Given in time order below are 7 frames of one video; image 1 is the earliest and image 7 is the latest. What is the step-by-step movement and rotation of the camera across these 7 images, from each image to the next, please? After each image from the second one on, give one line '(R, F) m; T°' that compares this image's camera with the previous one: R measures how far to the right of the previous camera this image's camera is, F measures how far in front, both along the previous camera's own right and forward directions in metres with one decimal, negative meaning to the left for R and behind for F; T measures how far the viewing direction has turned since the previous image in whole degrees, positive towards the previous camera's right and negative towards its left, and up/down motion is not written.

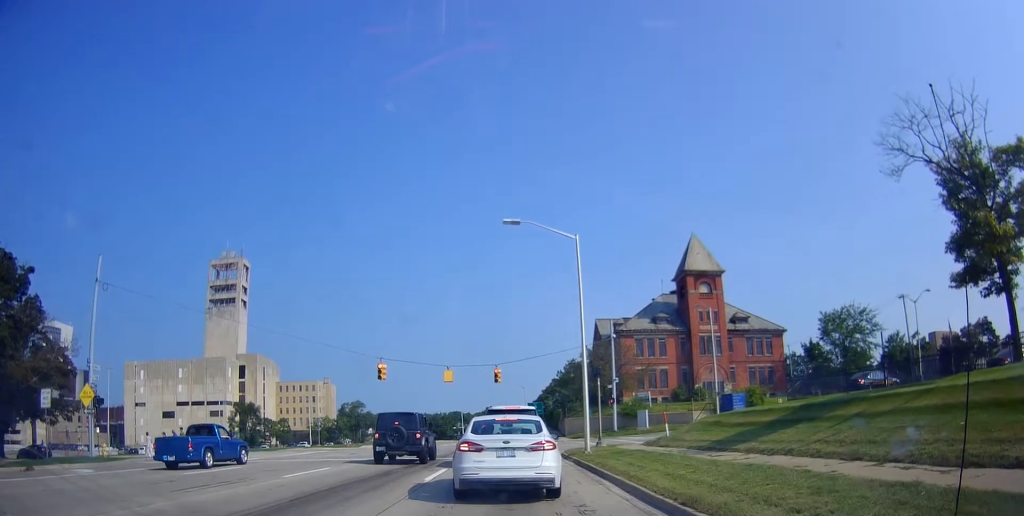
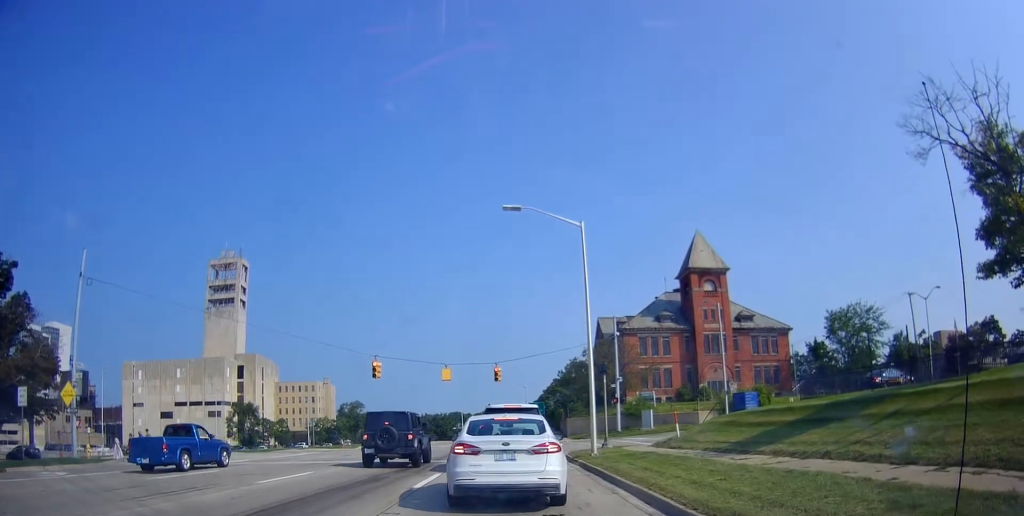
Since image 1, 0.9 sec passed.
(0.0, +2.1) m; 0°
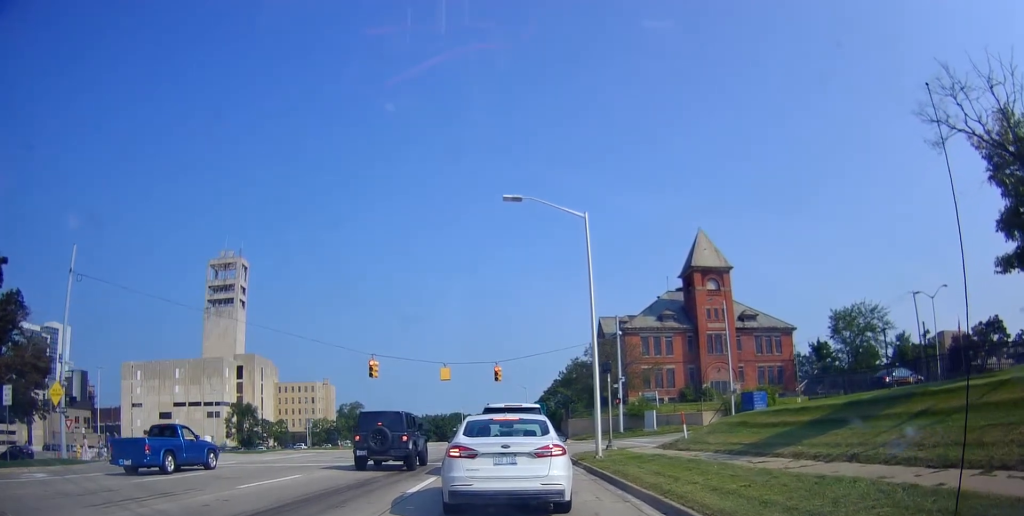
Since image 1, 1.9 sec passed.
(0.0, +1.6) m; 0°
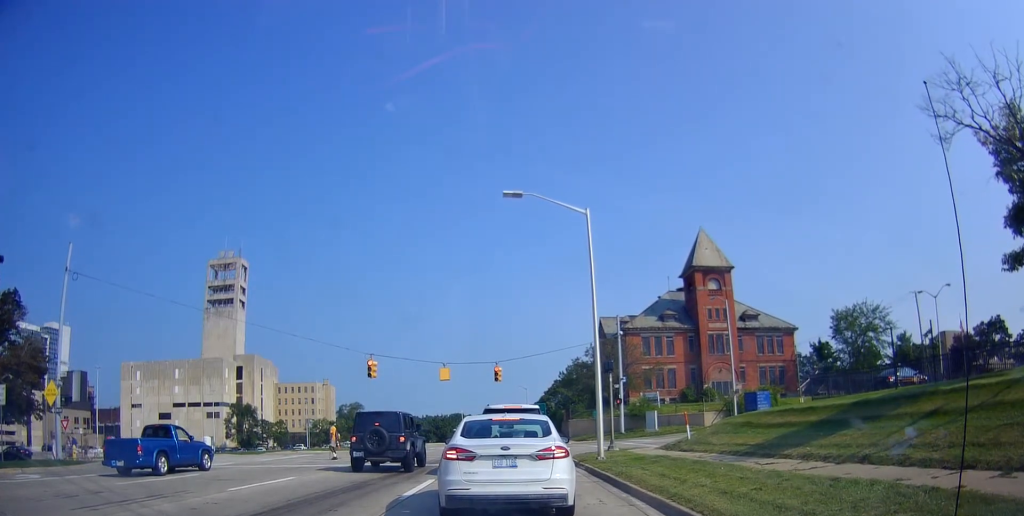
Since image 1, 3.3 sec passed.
(0.0, +0.3) m; 0°
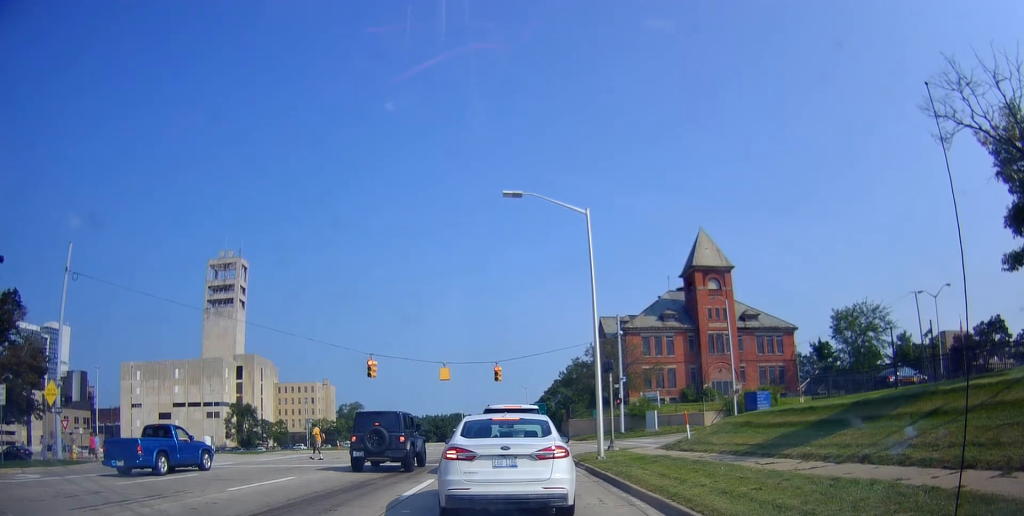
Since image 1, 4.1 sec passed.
(0.0, 0.0) m; 0°
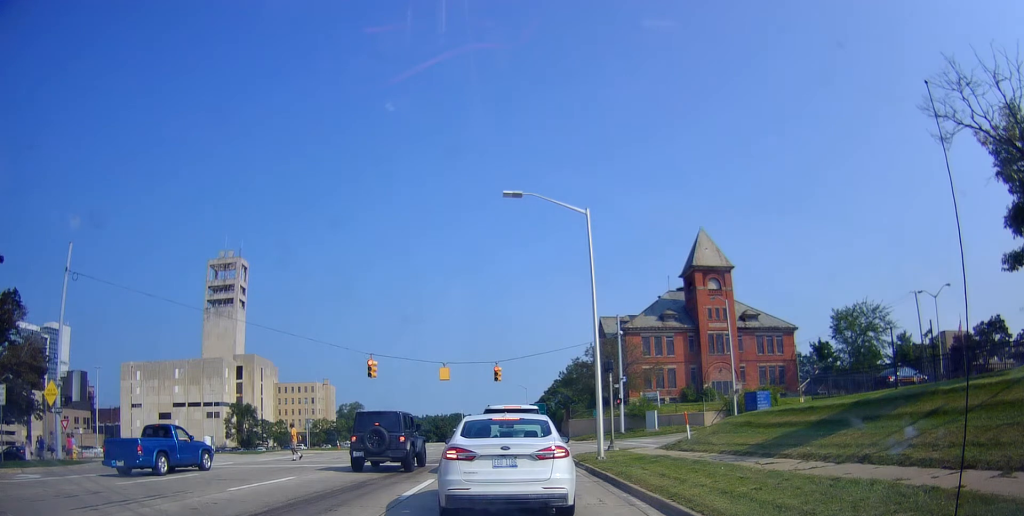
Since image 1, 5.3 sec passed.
(0.0, 0.0) m; 0°
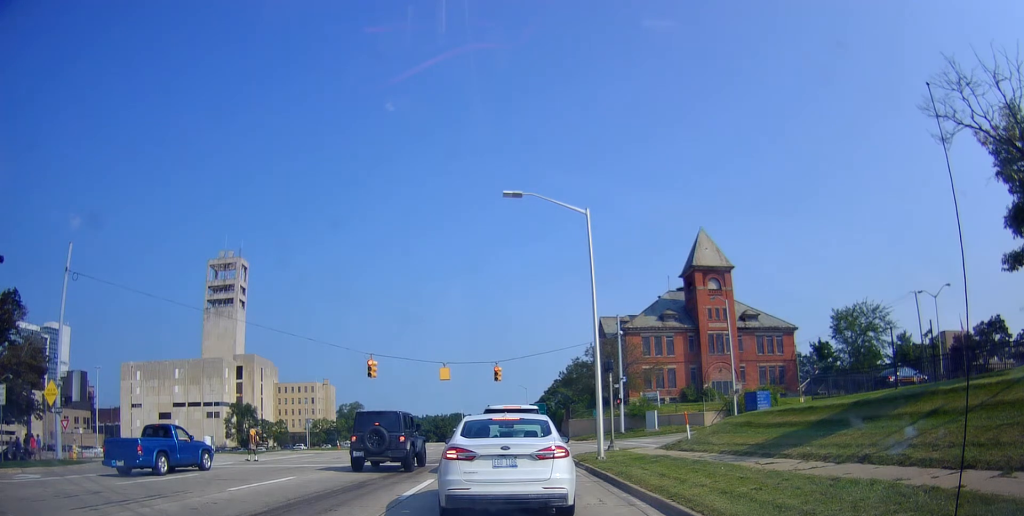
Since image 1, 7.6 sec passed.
(0.0, 0.0) m; 0°
